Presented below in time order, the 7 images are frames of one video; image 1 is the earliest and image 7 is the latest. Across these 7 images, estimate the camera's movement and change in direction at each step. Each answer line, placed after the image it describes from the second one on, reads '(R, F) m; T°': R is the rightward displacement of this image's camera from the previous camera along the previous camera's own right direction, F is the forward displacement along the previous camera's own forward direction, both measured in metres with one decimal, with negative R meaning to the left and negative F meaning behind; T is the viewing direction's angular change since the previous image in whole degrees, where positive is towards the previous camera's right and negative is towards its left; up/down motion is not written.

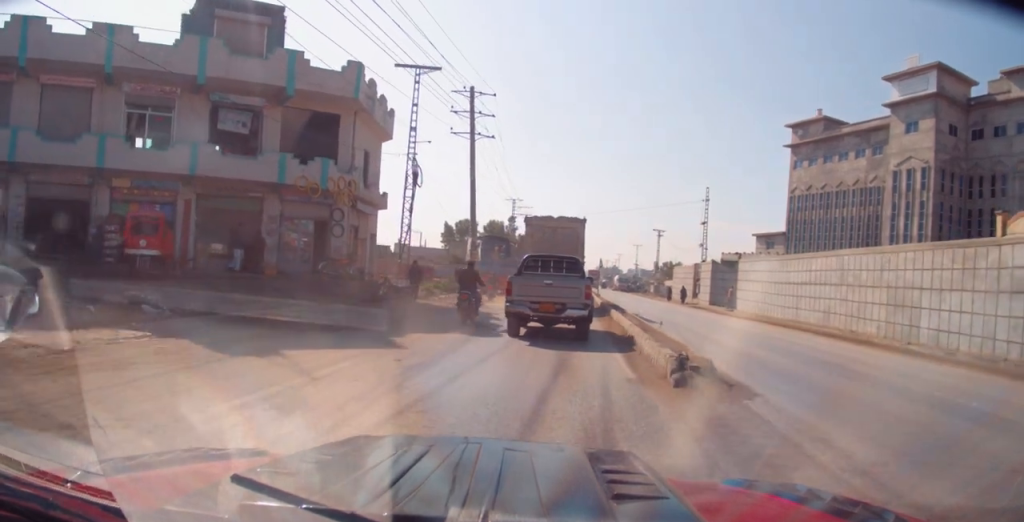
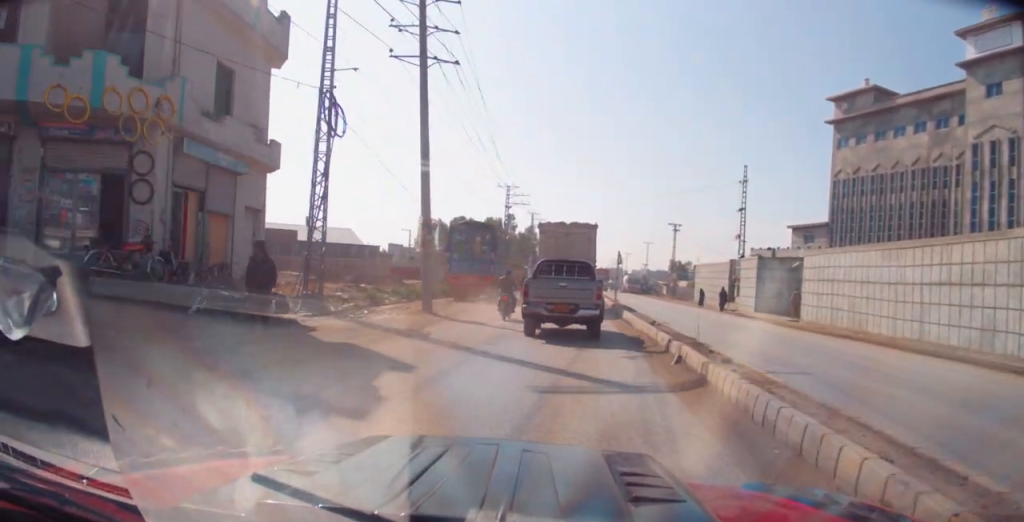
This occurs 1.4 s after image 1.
(+0.1, +12.5) m; +2°
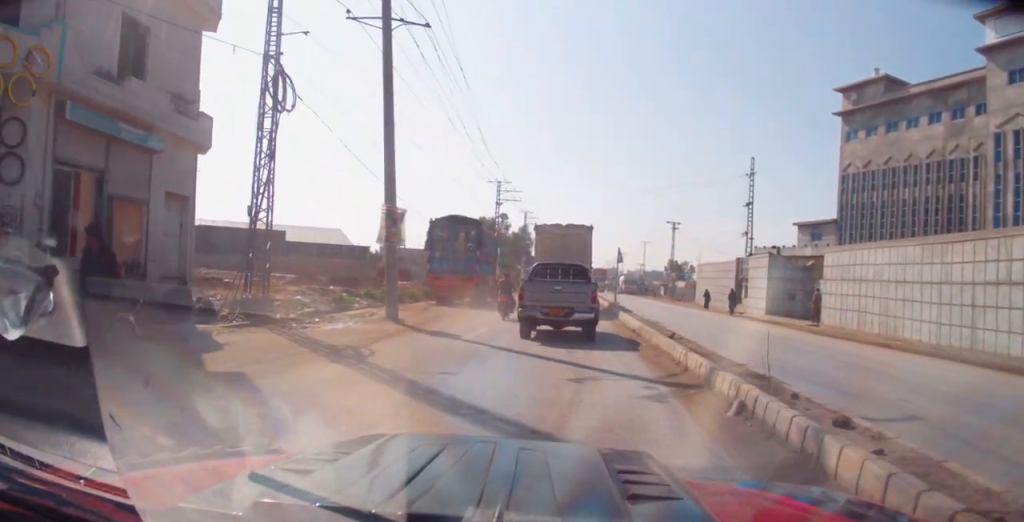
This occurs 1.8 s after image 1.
(0.0, +3.7) m; 0°
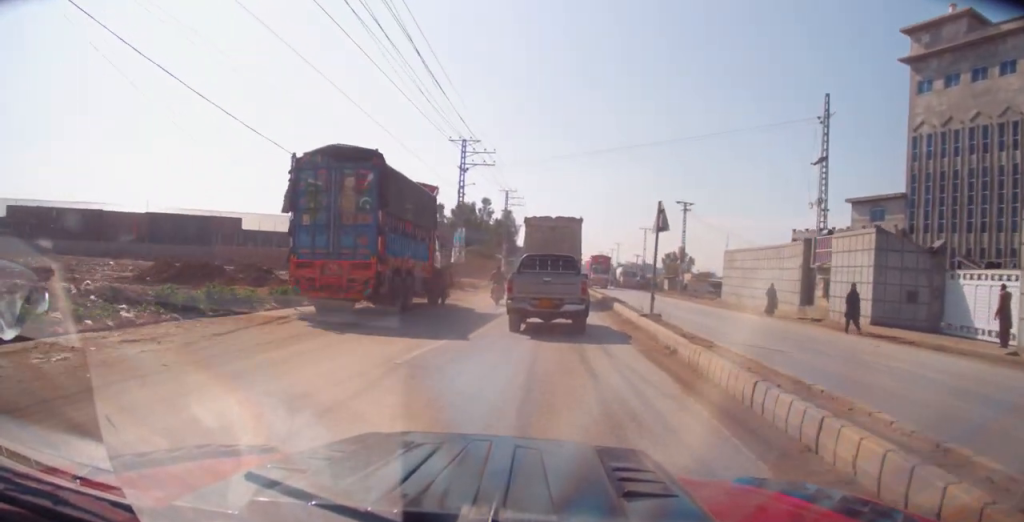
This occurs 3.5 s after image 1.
(+0.1, +15.2) m; +2°
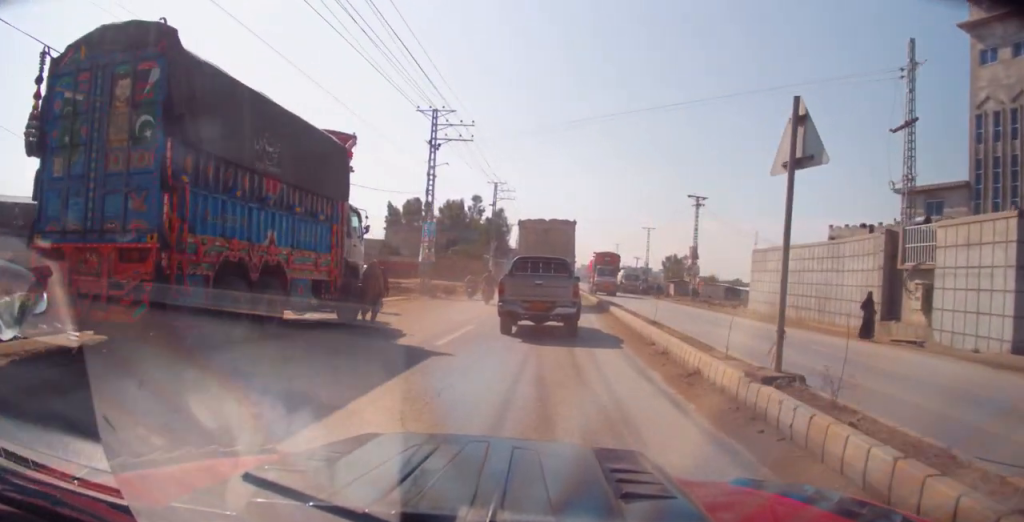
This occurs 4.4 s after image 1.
(0.0, +9.2) m; -2°
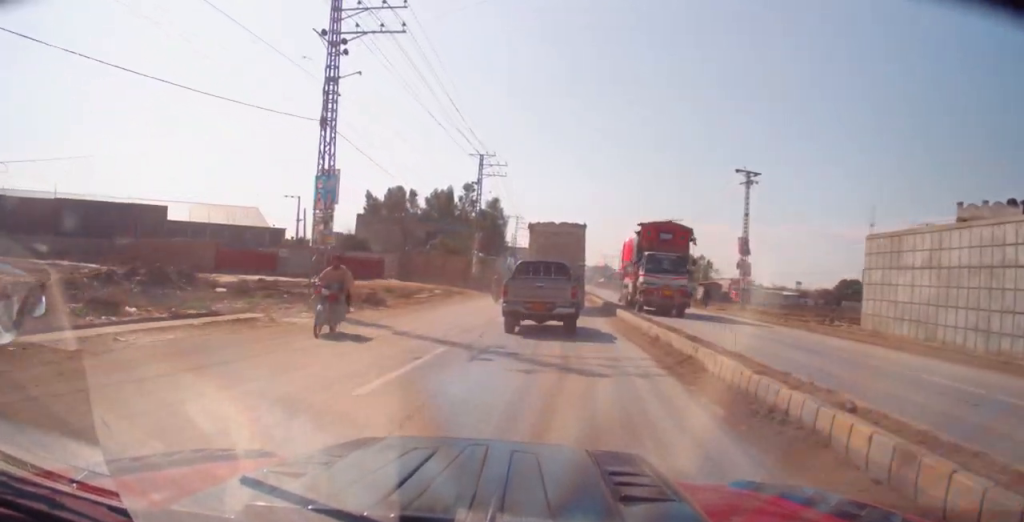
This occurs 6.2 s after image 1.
(+0.2, +17.0) m; +2°
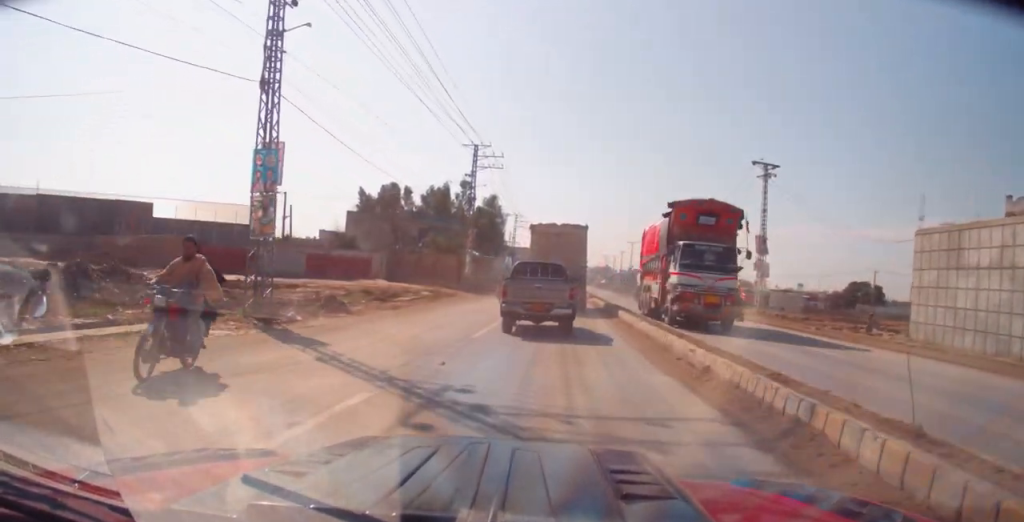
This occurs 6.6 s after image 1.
(+0.2, +4.5) m; 0°
